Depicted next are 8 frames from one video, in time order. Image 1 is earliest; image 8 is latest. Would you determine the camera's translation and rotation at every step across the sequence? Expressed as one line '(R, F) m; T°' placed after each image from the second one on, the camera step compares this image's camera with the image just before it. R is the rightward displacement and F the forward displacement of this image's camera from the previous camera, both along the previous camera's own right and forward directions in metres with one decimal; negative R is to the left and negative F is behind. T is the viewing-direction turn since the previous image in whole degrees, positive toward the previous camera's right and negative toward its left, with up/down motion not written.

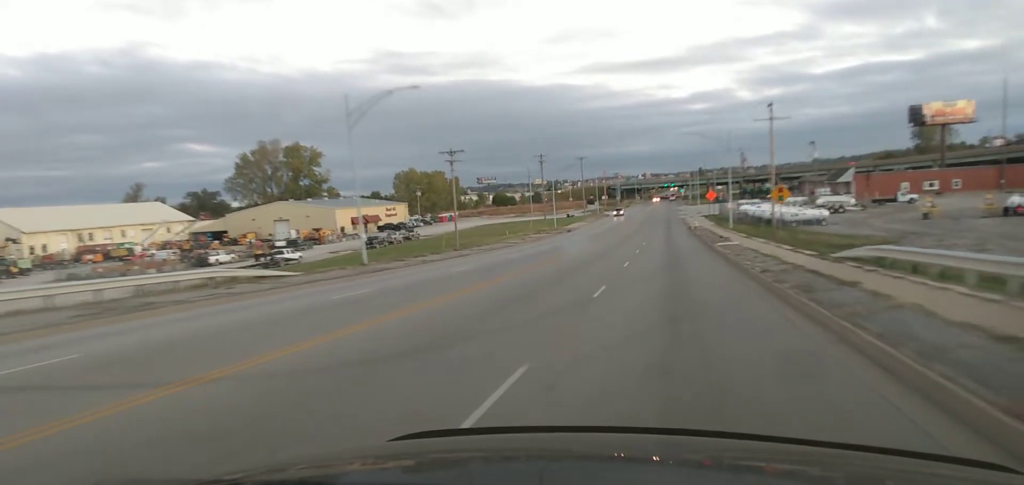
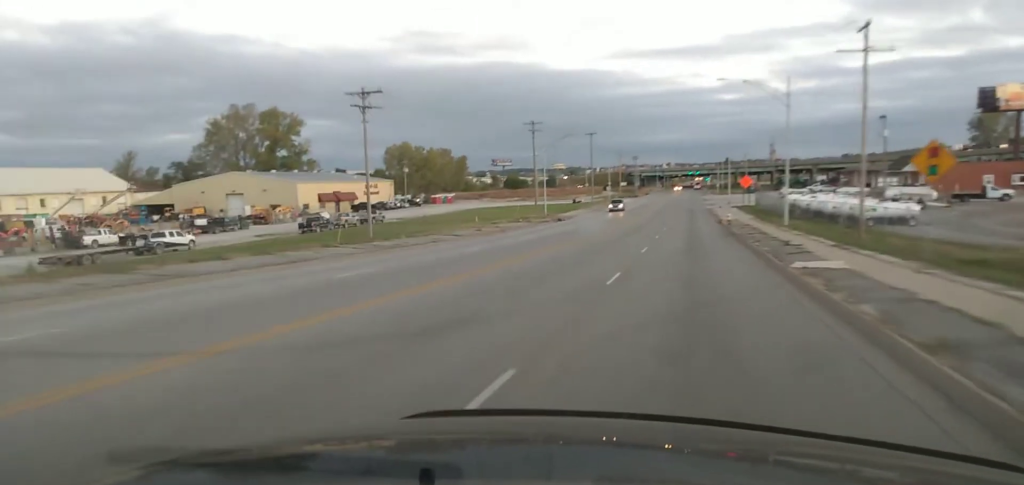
(-0.3, +25.6) m; -1°
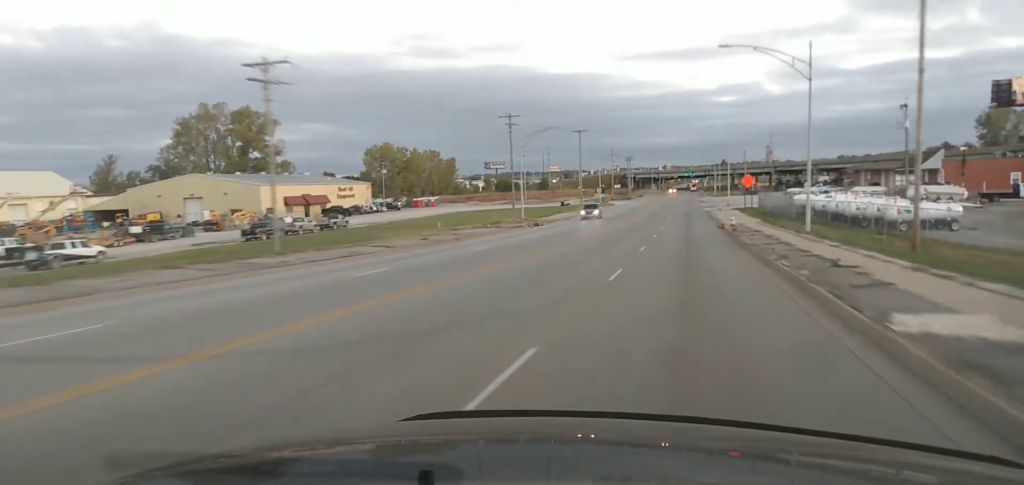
(-0.1, +10.4) m; 0°
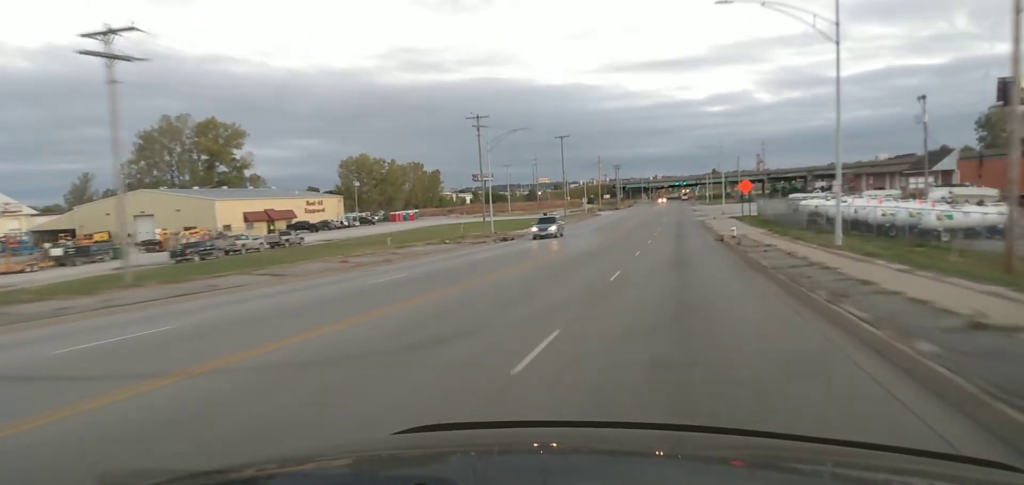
(+0.2, +10.9) m; +1°
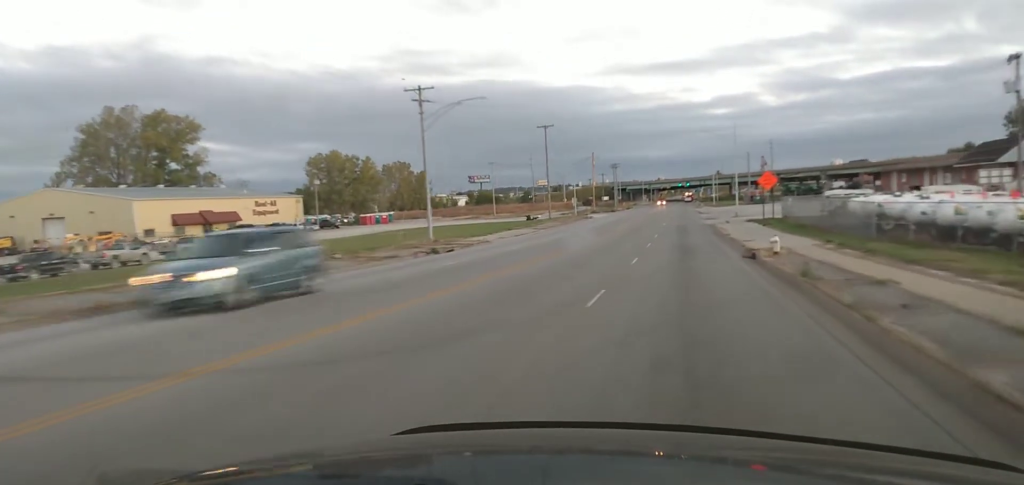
(+0.1, +18.0) m; 0°
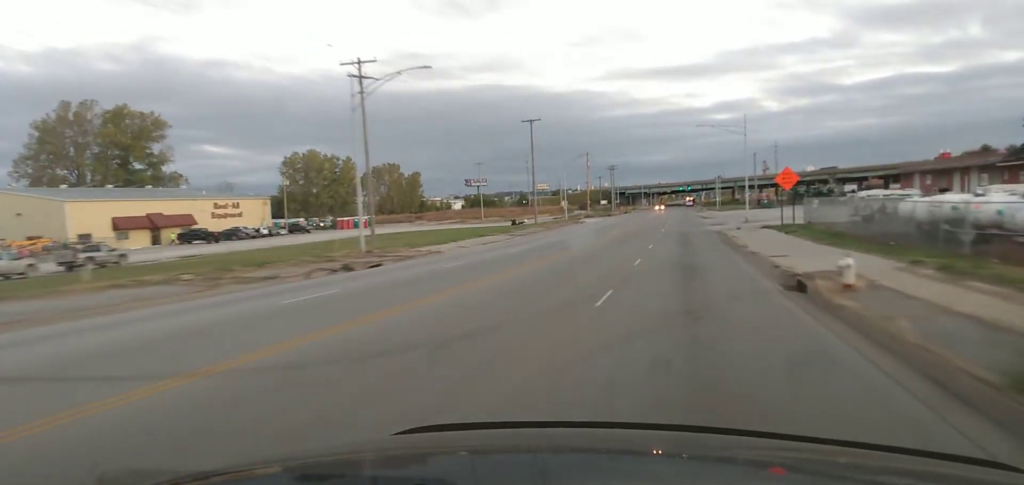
(-0.1, +12.1) m; 0°
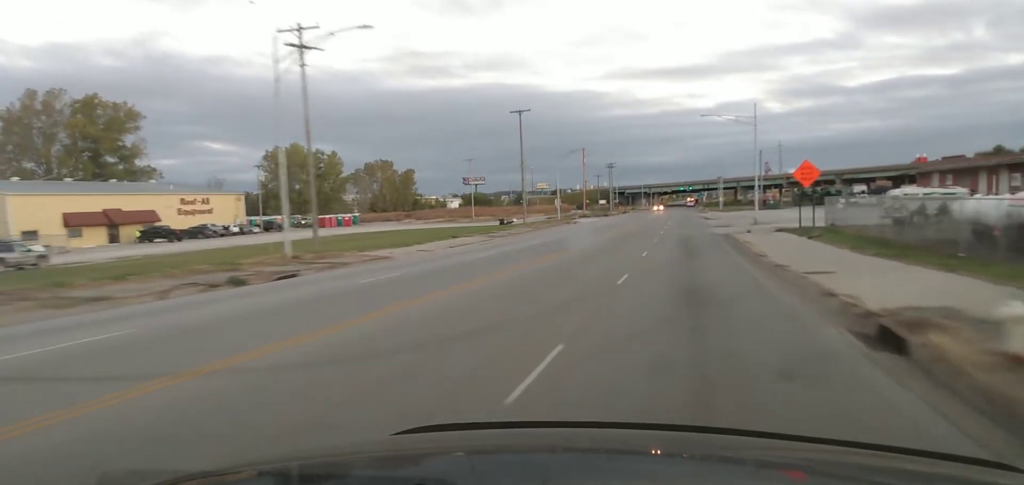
(0.0, +7.7) m; 0°
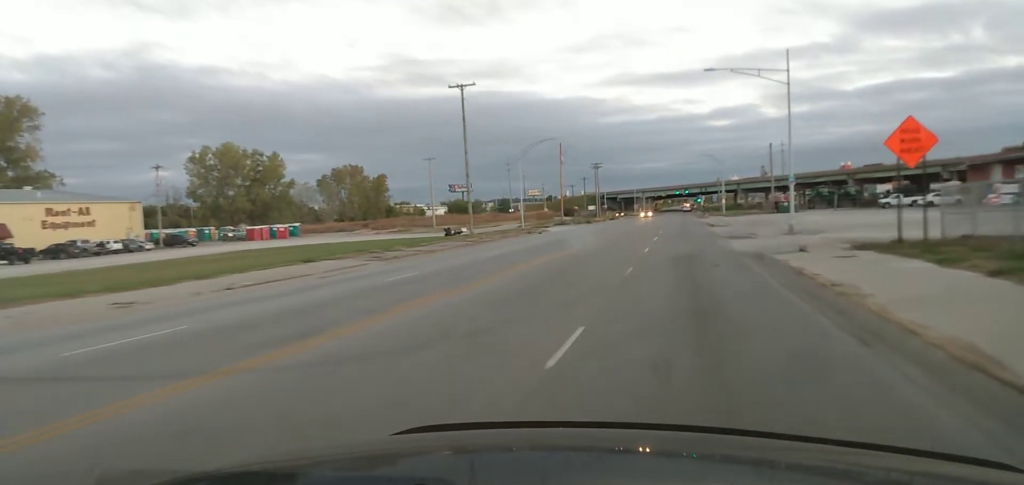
(+0.3, +22.7) m; -1°
